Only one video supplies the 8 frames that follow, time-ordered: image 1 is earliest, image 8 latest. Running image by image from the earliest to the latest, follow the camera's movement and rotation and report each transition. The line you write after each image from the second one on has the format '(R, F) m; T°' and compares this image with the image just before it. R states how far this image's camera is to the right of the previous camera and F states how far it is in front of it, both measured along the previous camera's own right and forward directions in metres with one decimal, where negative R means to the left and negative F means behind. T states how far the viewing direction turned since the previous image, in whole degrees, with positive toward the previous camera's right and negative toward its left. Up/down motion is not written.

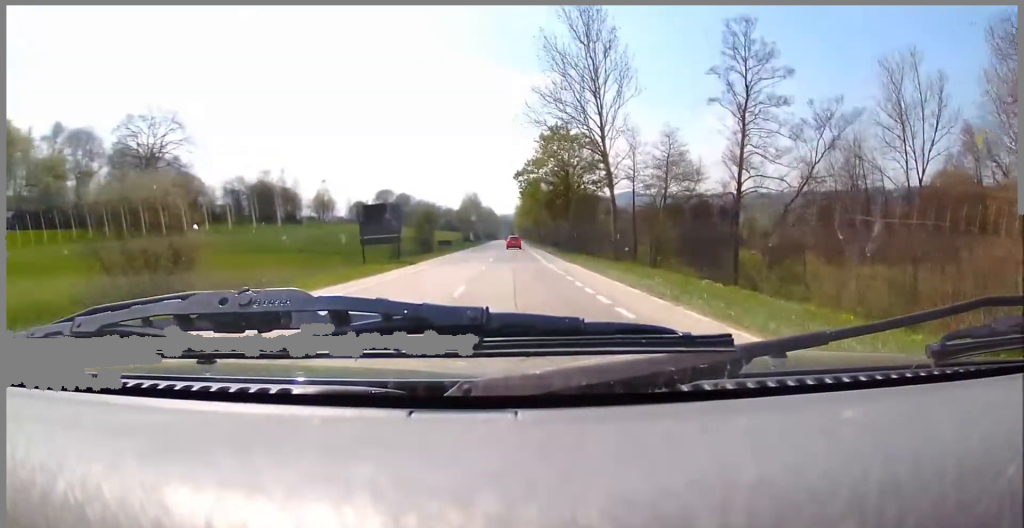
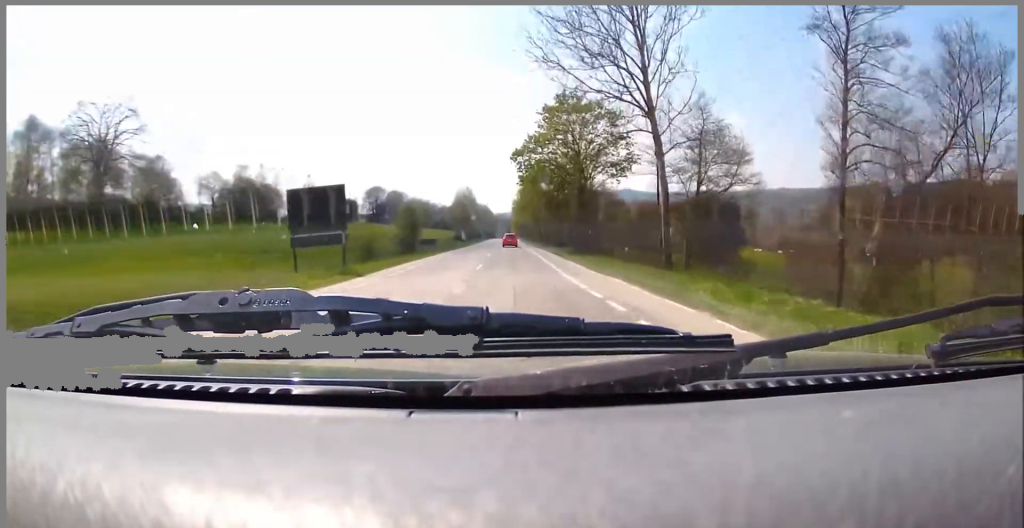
(-0.2, +11.3) m; 0°
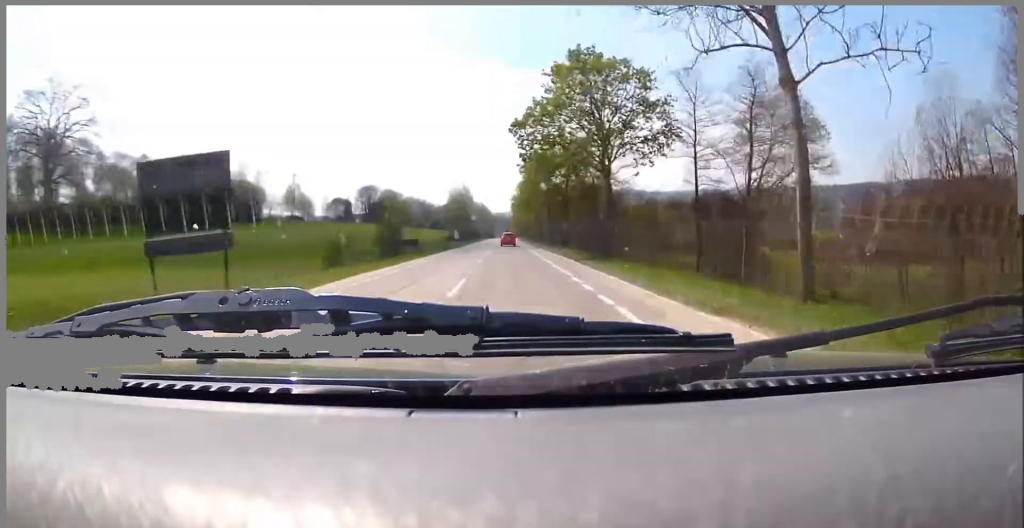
(0.0, +10.6) m; 0°
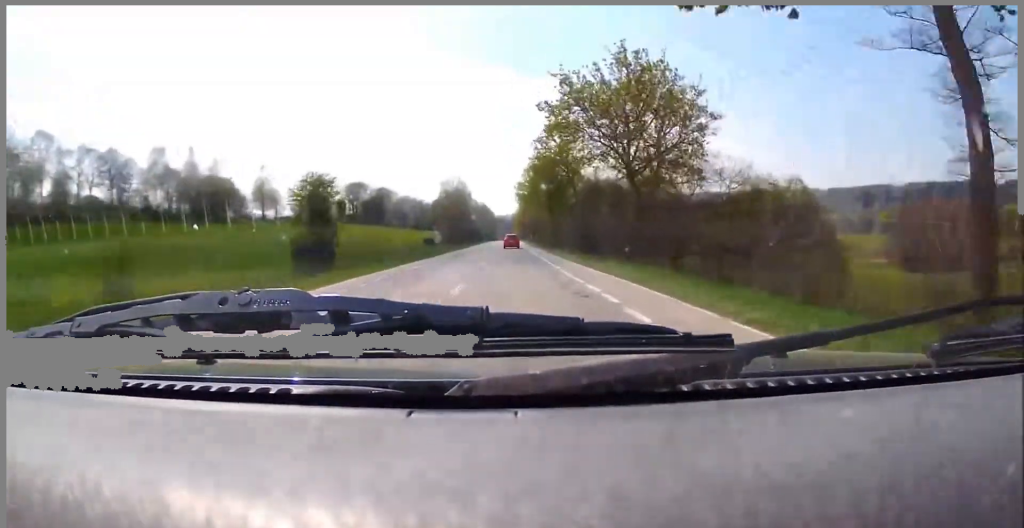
(+0.2, +25.3) m; +1°
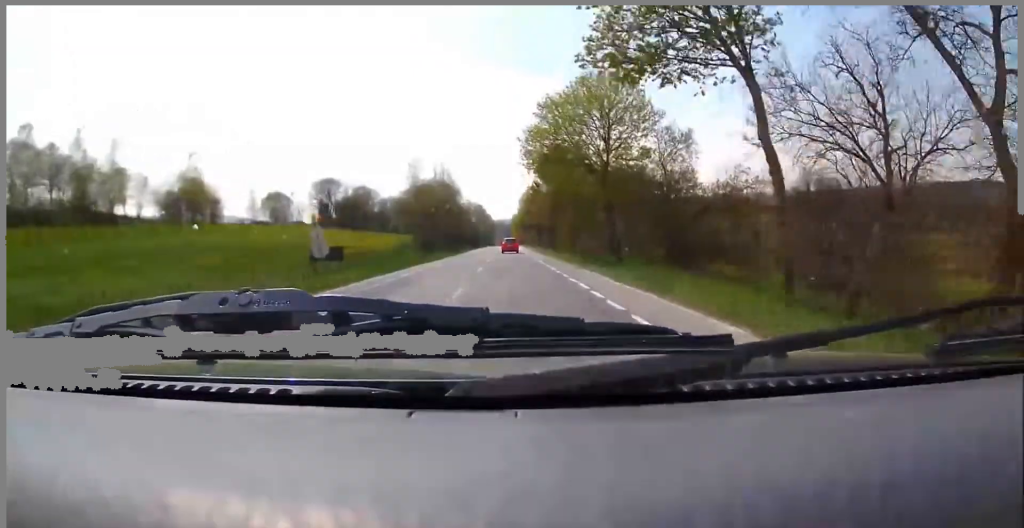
(+0.1, +34.5) m; +1°
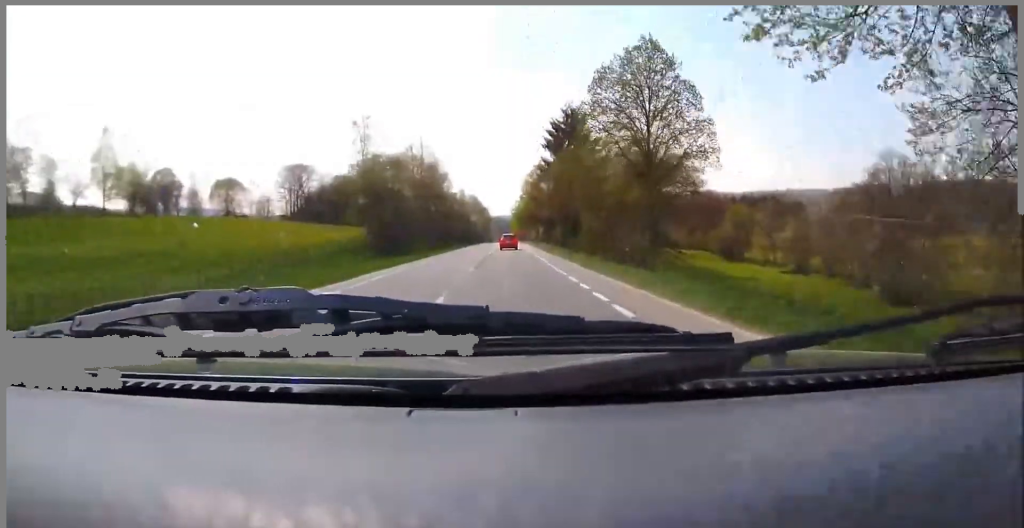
(+0.2, +27.6) m; 0°
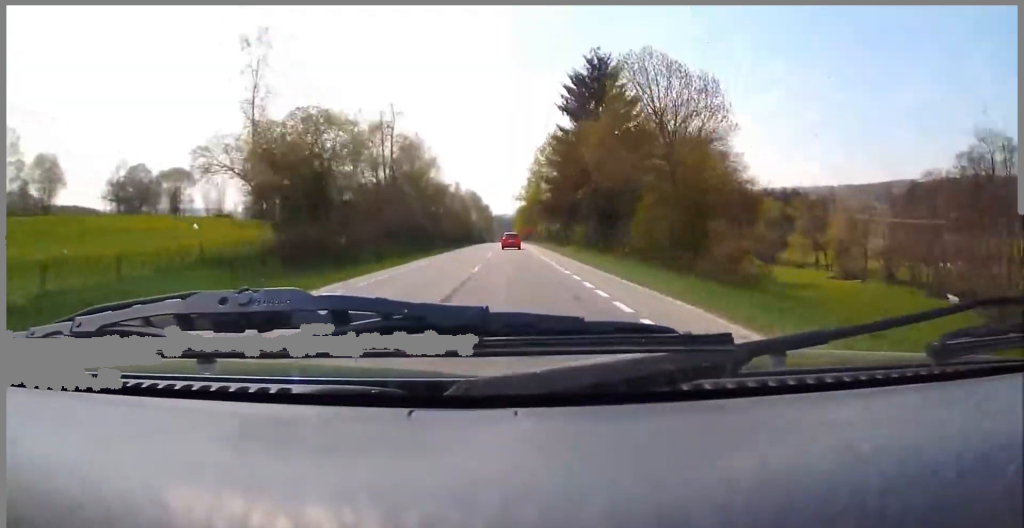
(0.0, +23.2) m; -1°
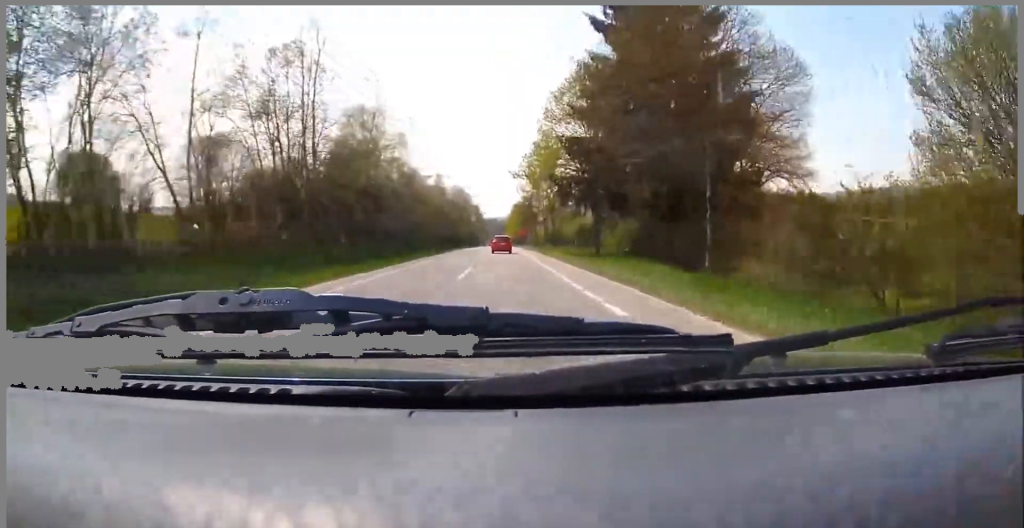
(-0.3, +24.9) m; 0°
